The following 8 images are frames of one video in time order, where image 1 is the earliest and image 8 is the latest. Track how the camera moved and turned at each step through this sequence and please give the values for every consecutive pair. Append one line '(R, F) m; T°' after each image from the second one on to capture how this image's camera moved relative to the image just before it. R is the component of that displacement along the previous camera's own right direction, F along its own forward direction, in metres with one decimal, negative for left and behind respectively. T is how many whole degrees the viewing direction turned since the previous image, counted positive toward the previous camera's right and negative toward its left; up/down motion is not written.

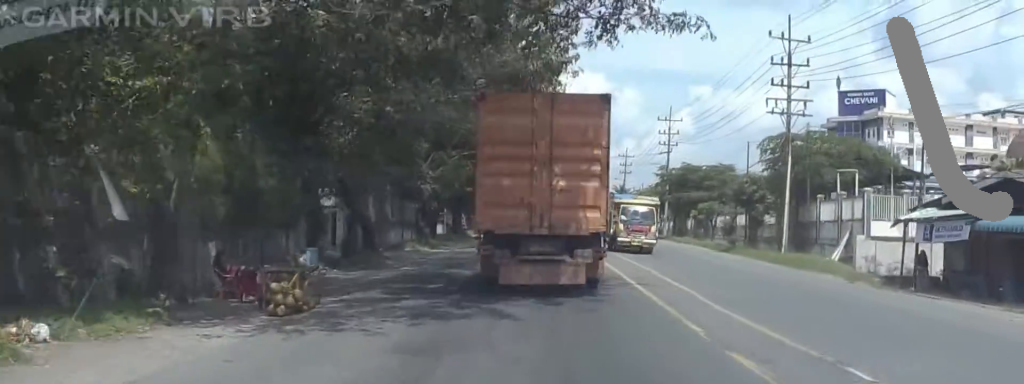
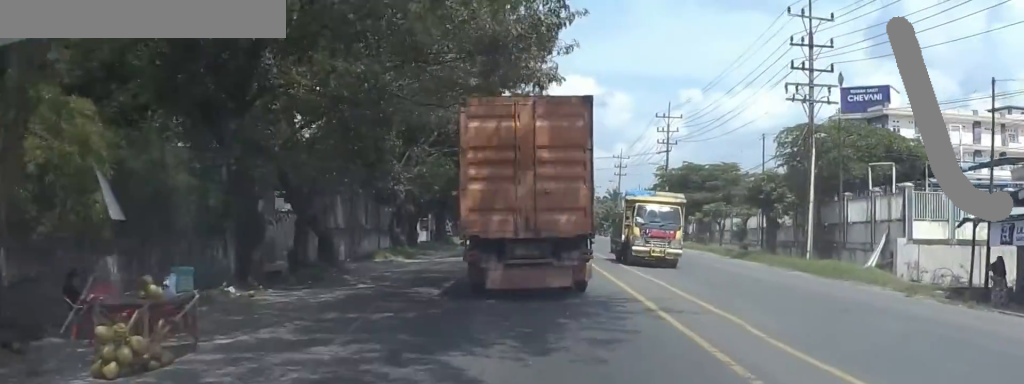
(0.0, +5.2) m; 0°
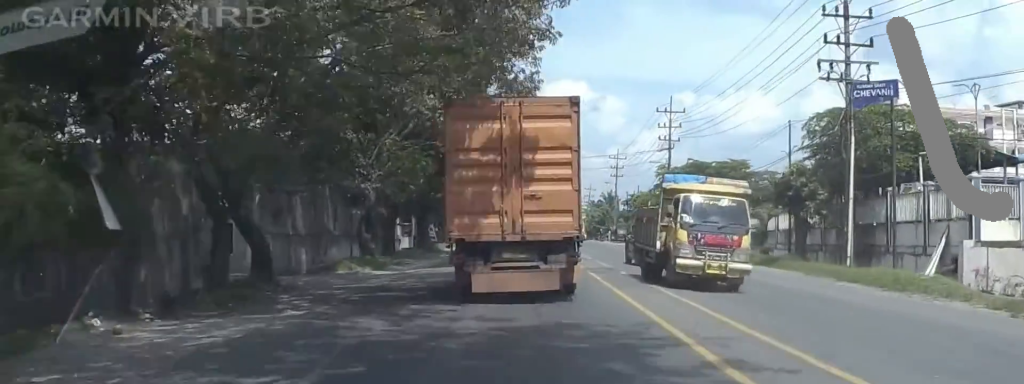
(0.0, +5.7) m; 0°
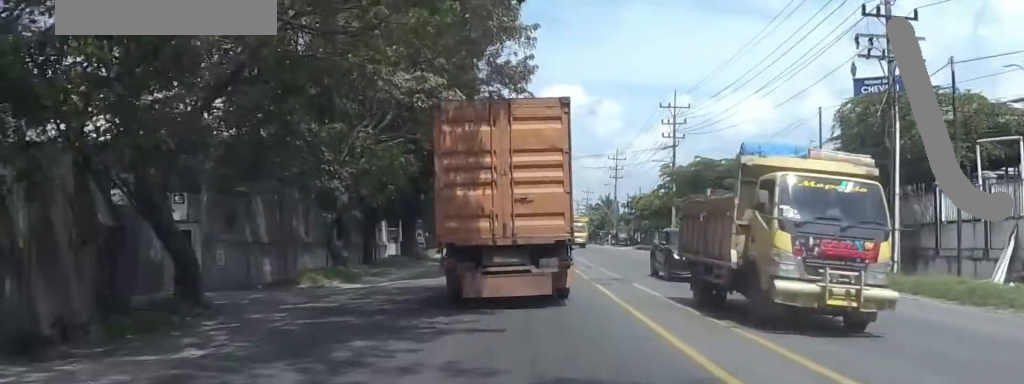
(0.0, +4.5) m; +1°
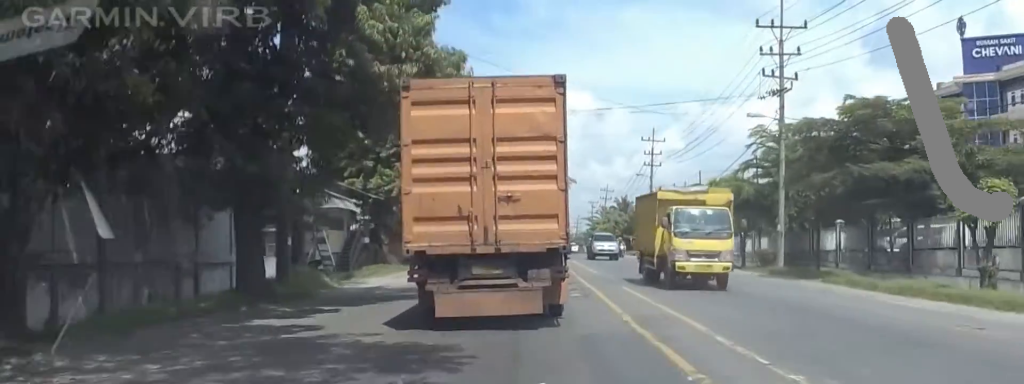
(+0.4, +28.9) m; -1°
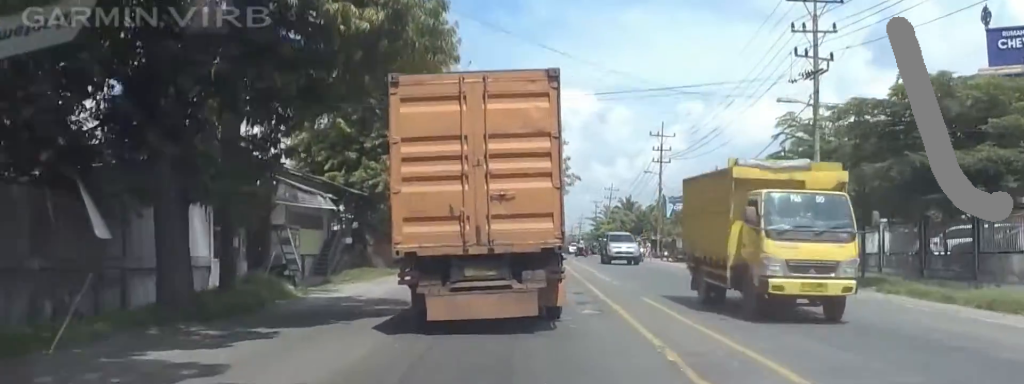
(0.0, +4.8) m; 0°
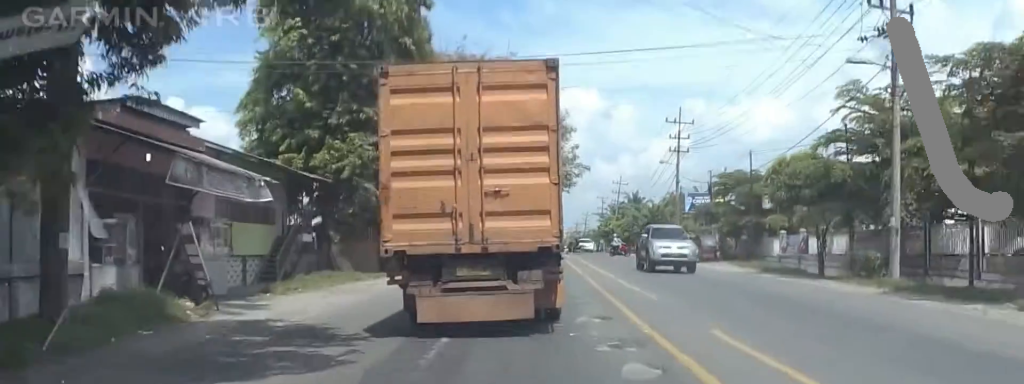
(0.0, +7.9) m; 0°
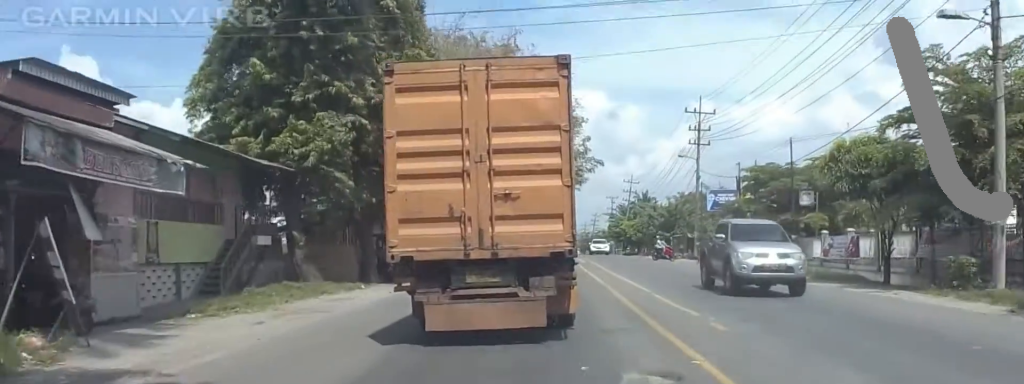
(0.0, +6.3) m; 0°
